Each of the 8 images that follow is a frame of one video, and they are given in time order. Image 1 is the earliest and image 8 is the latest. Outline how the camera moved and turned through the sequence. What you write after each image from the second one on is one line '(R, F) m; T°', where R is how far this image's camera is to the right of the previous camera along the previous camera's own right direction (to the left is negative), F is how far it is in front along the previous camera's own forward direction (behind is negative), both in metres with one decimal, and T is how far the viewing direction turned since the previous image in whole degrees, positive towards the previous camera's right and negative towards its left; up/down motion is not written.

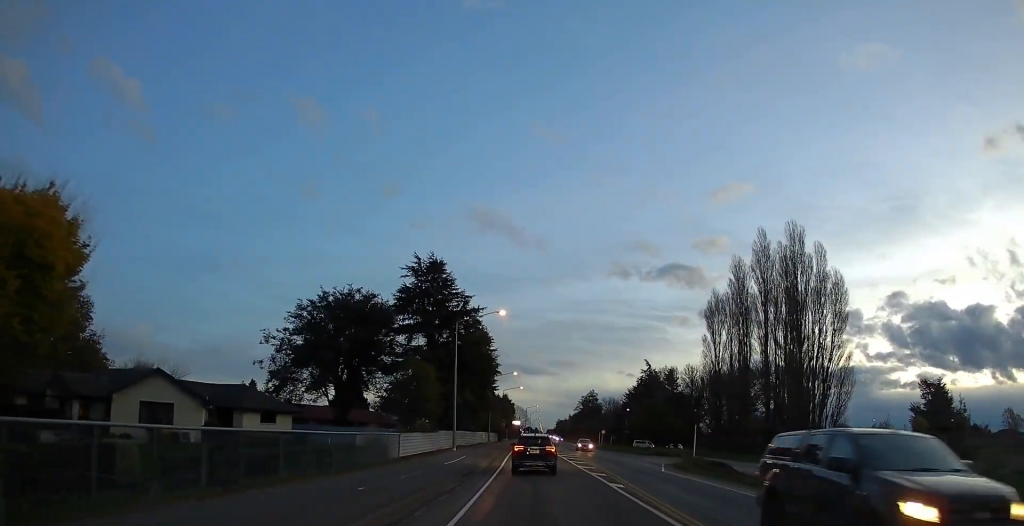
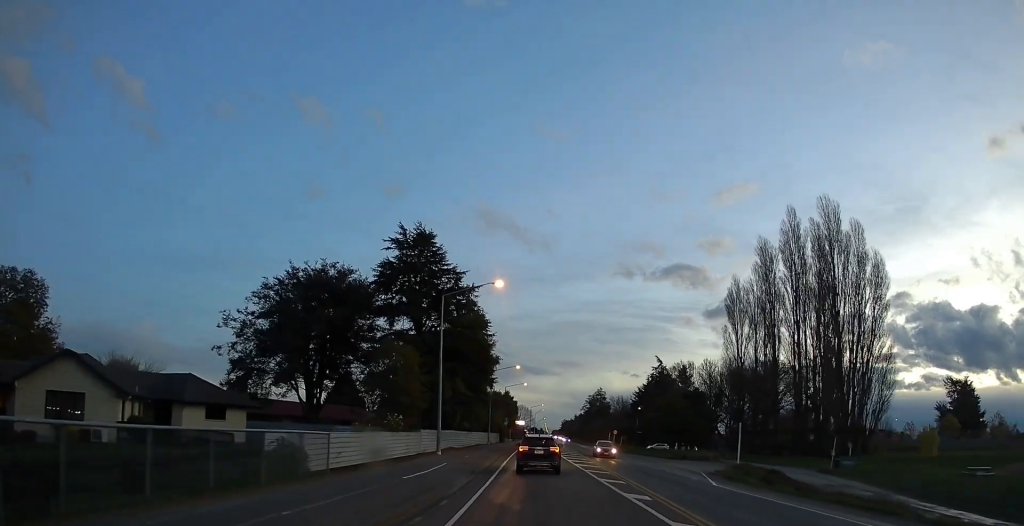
(-0.3, +10.2) m; -1°
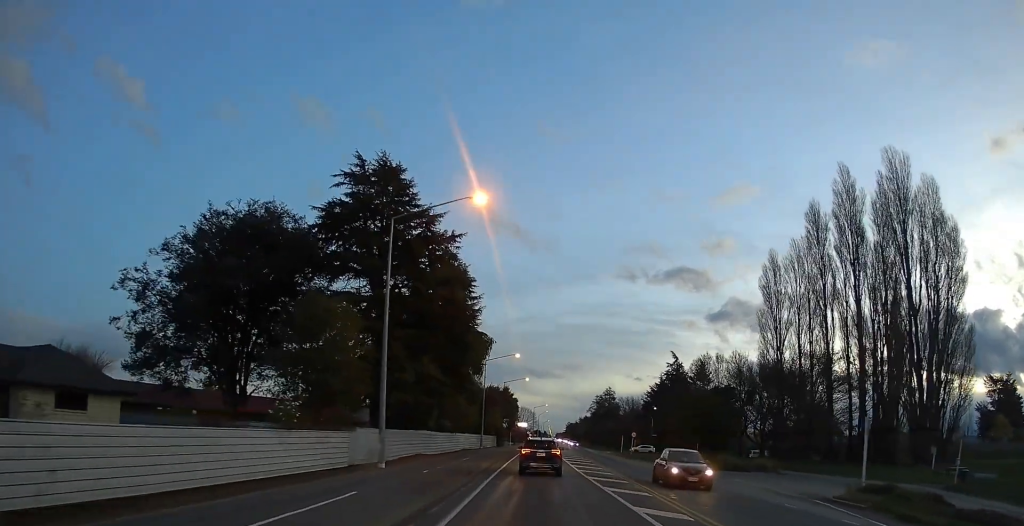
(-0.1, +16.1) m; +1°
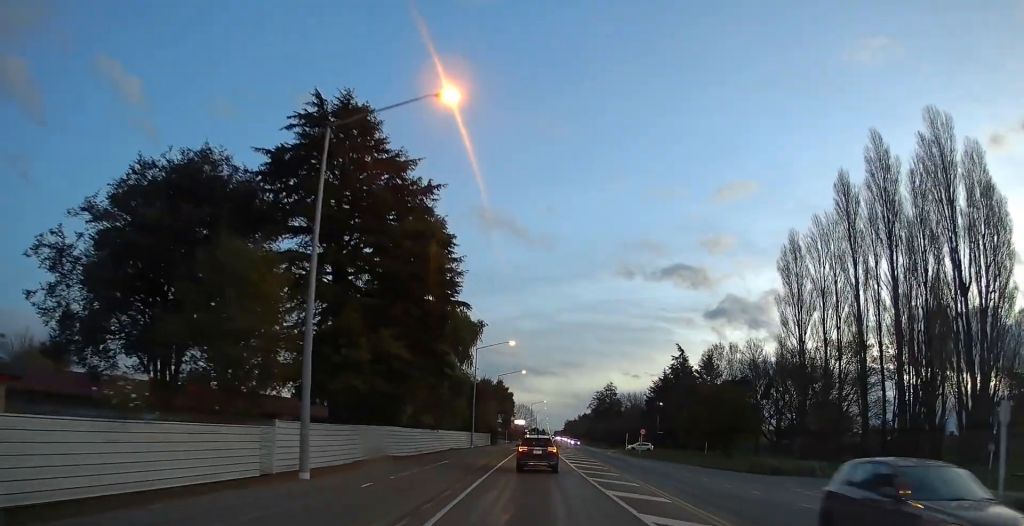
(+0.2, +8.6) m; 0°
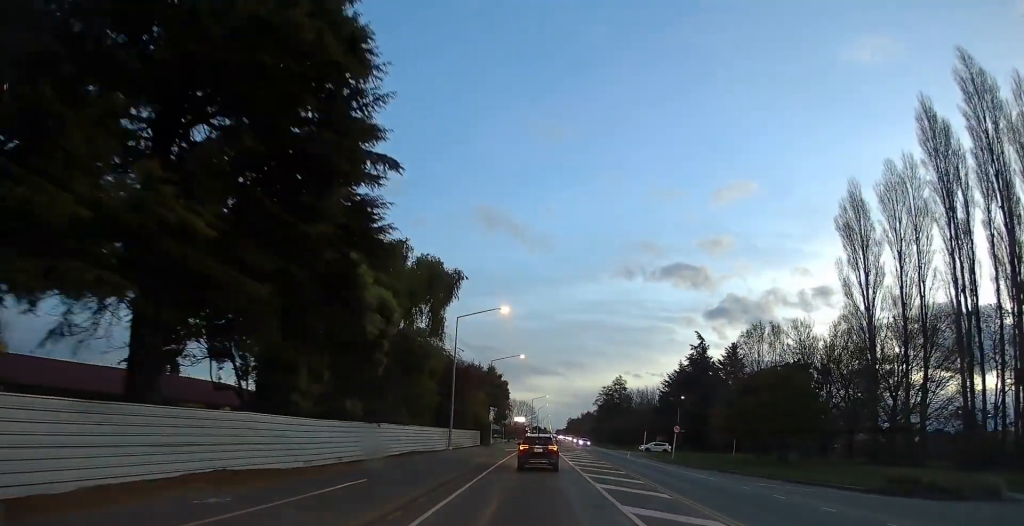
(-0.3, +17.7) m; +1°
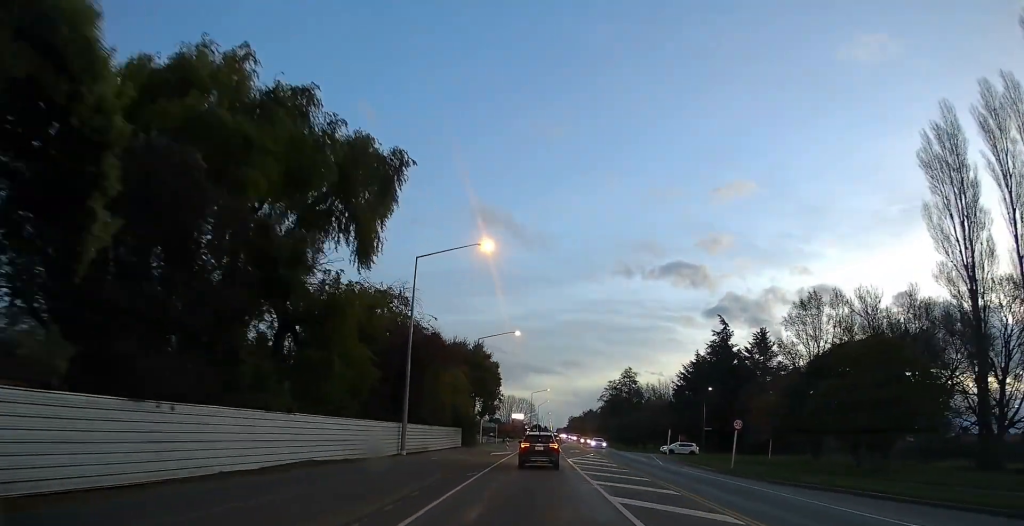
(+0.4, +17.4) m; -2°
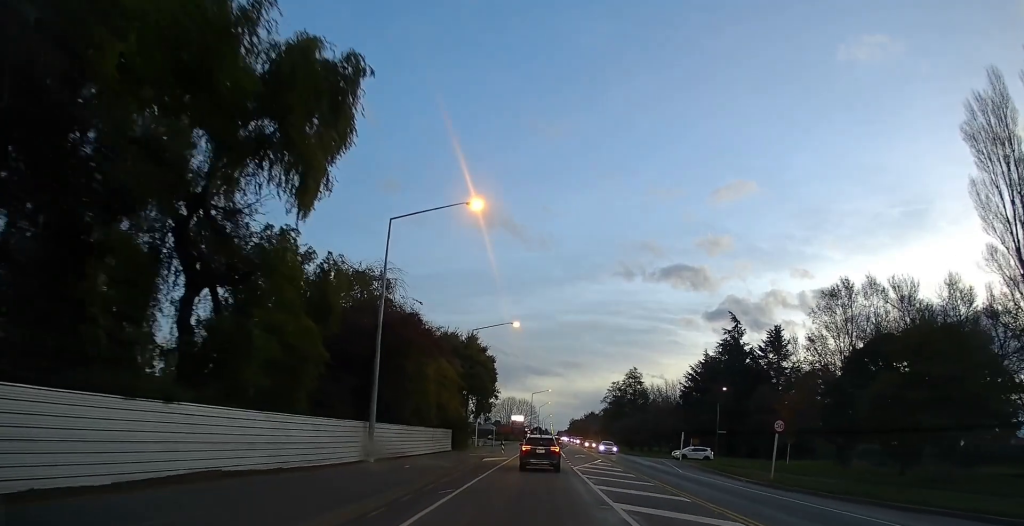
(-0.4, +6.7) m; -1°
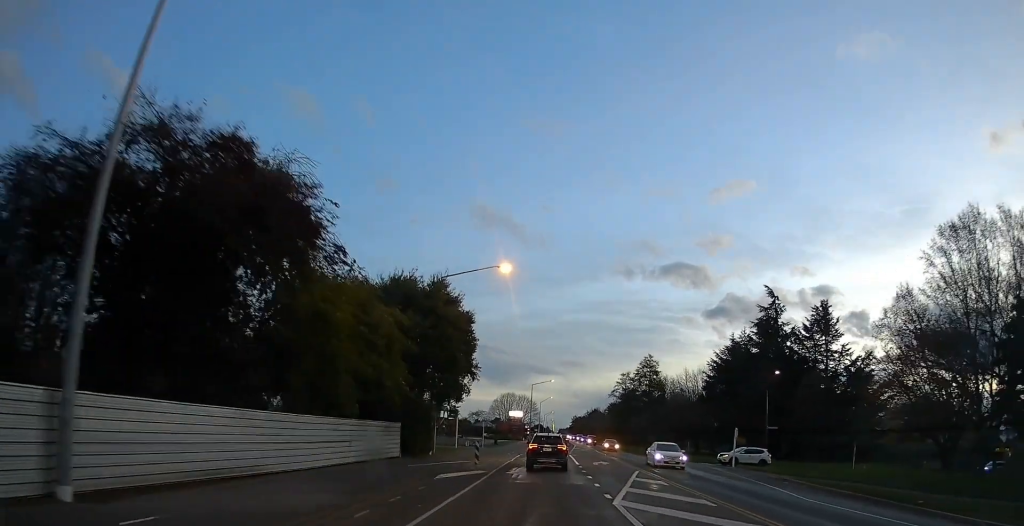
(-0.1, +18.5) m; 0°
